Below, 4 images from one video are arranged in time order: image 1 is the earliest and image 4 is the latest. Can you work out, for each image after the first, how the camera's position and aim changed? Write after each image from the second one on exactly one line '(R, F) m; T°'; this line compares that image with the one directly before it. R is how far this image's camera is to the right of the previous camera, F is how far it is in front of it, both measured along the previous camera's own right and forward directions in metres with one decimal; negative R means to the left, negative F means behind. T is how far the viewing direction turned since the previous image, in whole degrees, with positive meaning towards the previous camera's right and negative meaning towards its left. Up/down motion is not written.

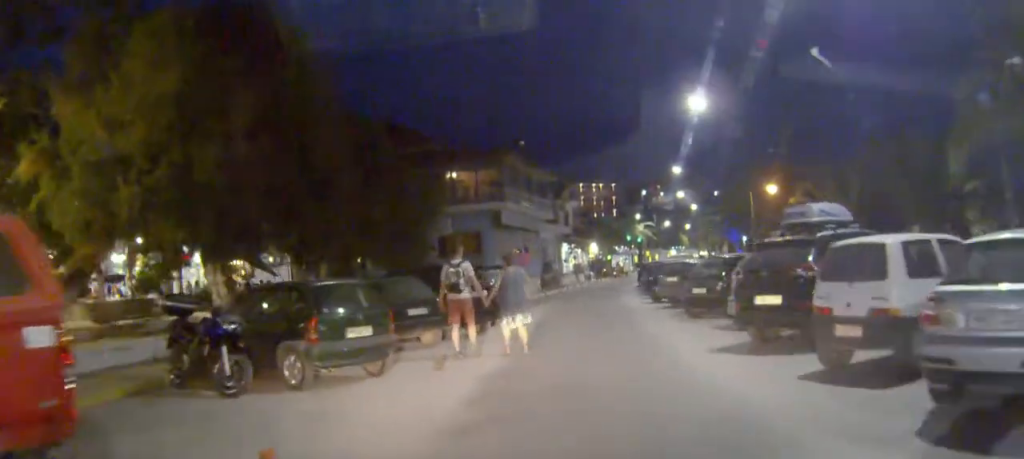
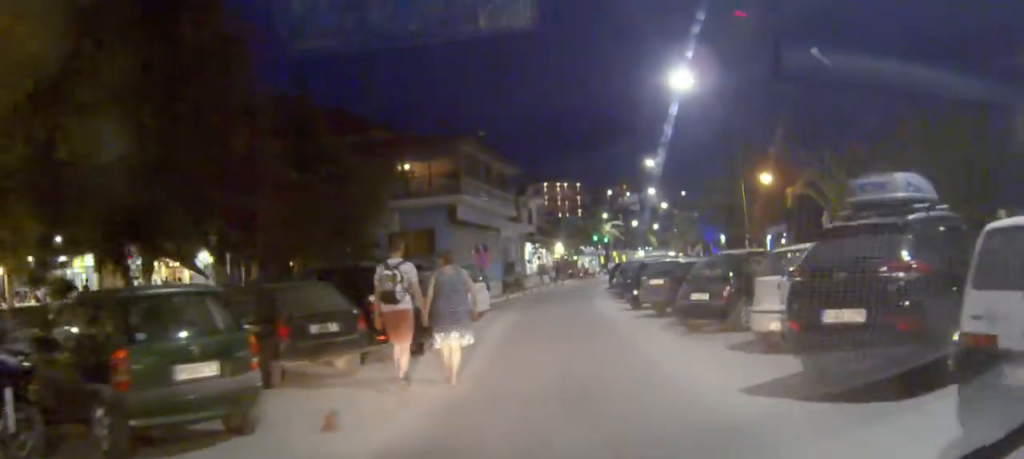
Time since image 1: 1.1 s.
(+0.1, +3.8) m; +1°
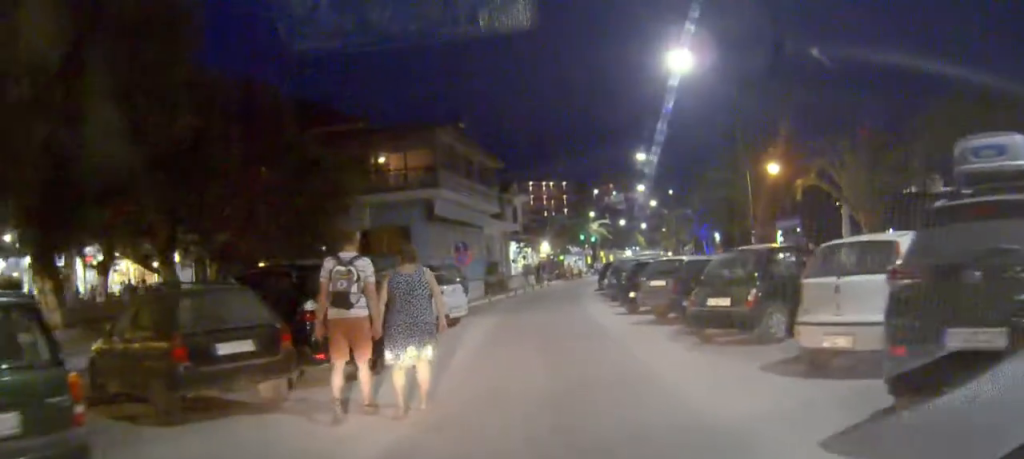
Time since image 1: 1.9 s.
(0.0, +2.5) m; +1°
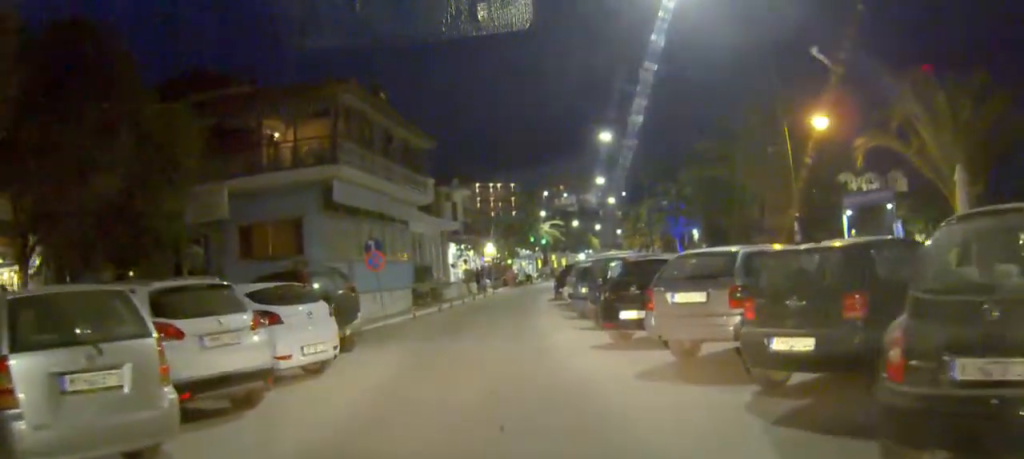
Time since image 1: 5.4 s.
(0.0, +8.3) m; -6°
